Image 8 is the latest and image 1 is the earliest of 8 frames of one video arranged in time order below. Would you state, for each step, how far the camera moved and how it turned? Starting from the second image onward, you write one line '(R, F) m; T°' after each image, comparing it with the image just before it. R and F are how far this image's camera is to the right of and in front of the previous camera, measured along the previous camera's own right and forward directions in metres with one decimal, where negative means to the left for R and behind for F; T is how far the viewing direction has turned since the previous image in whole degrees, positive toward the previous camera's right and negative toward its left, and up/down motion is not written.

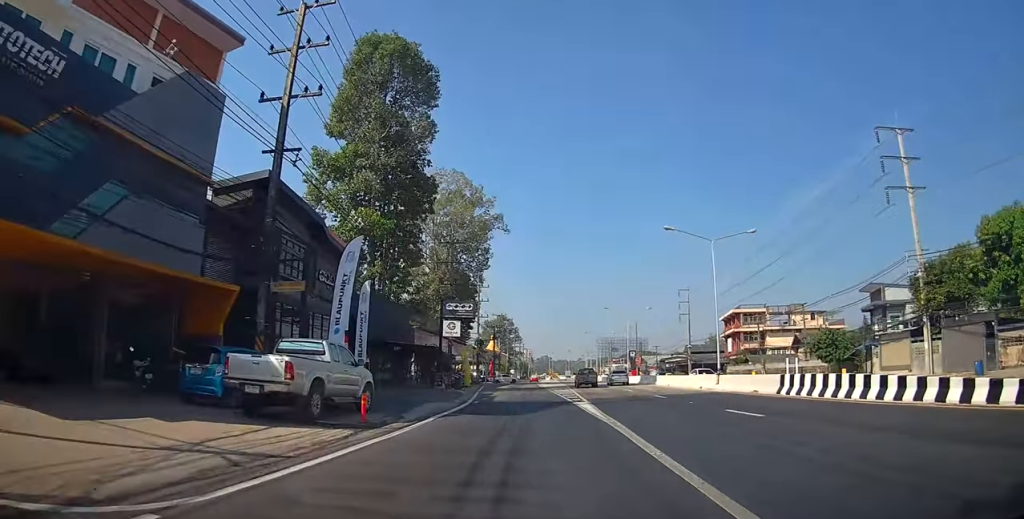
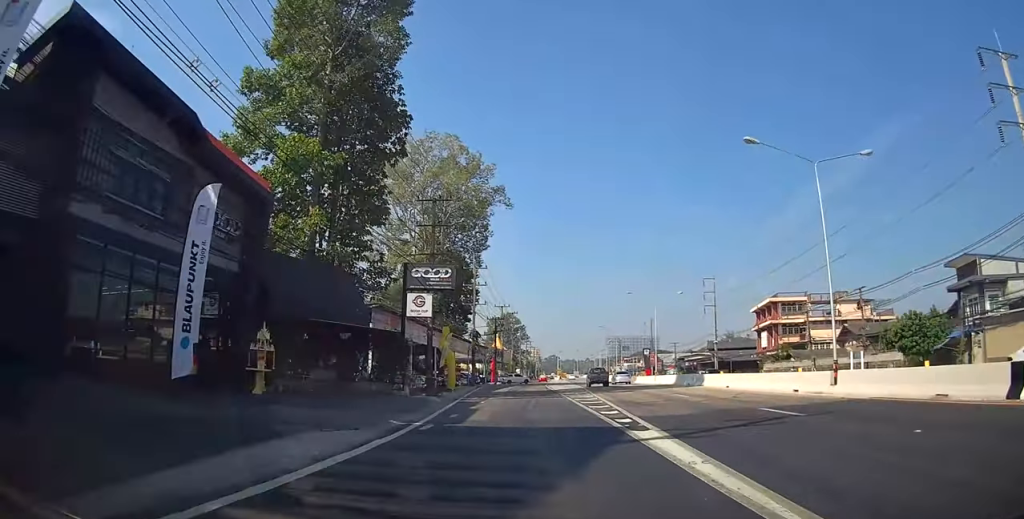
(-0.1, +12.9) m; -1°
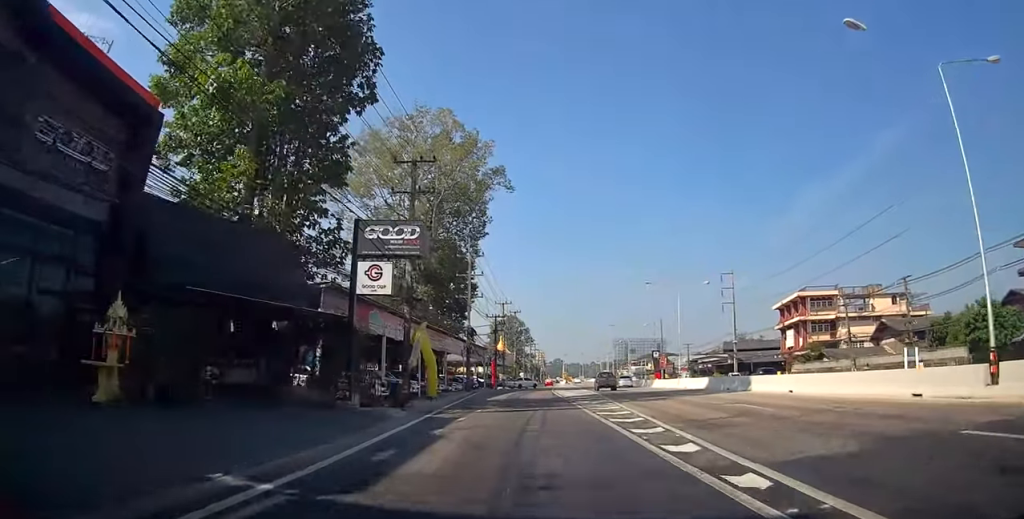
(-0.1, +8.1) m; -1°
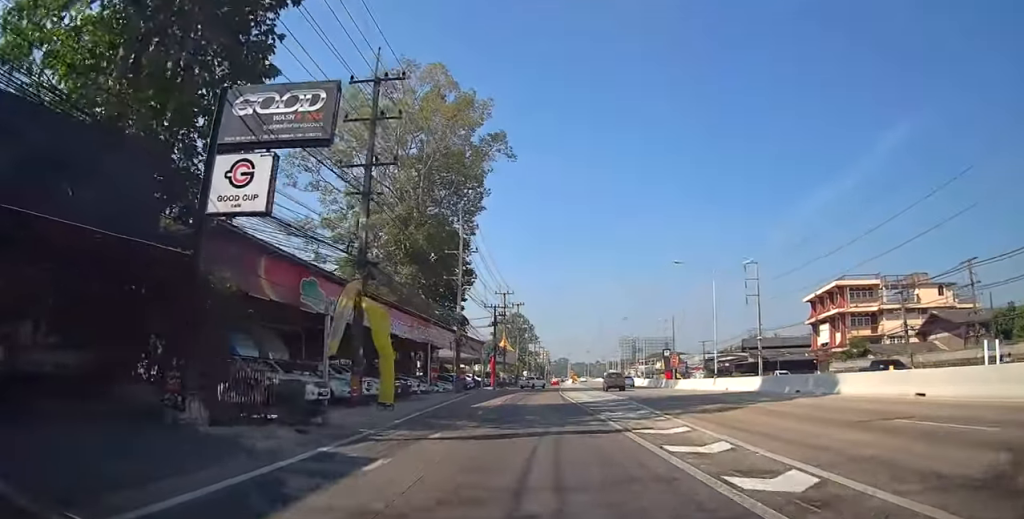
(-0.1, +9.2) m; 0°
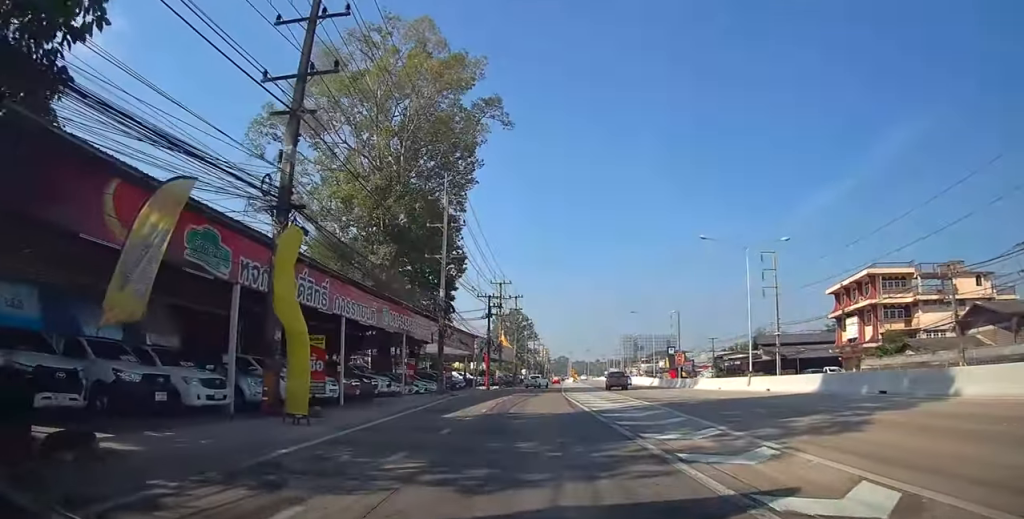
(+0.1, +7.2) m; 0°
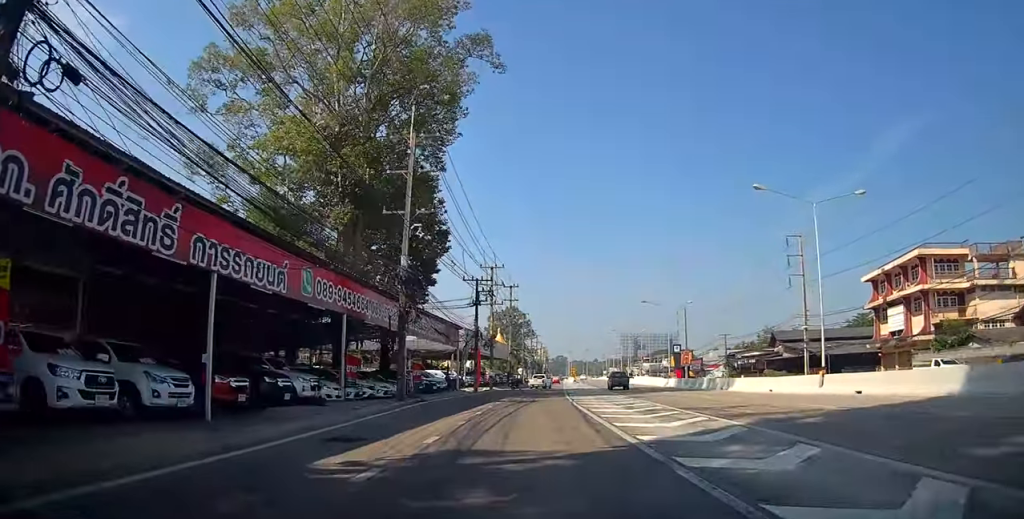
(+0.1, +9.7) m; 0°
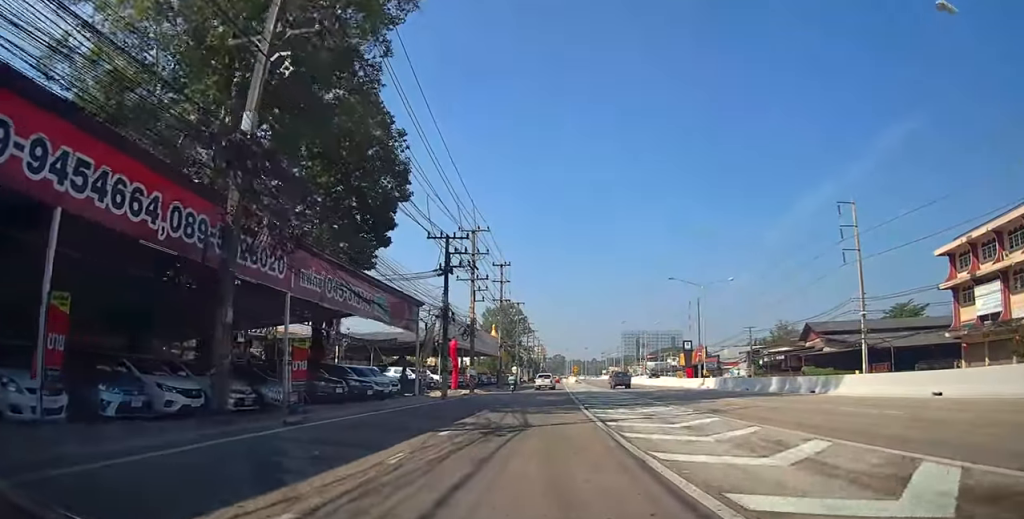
(-0.3, +15.0) m; -2°
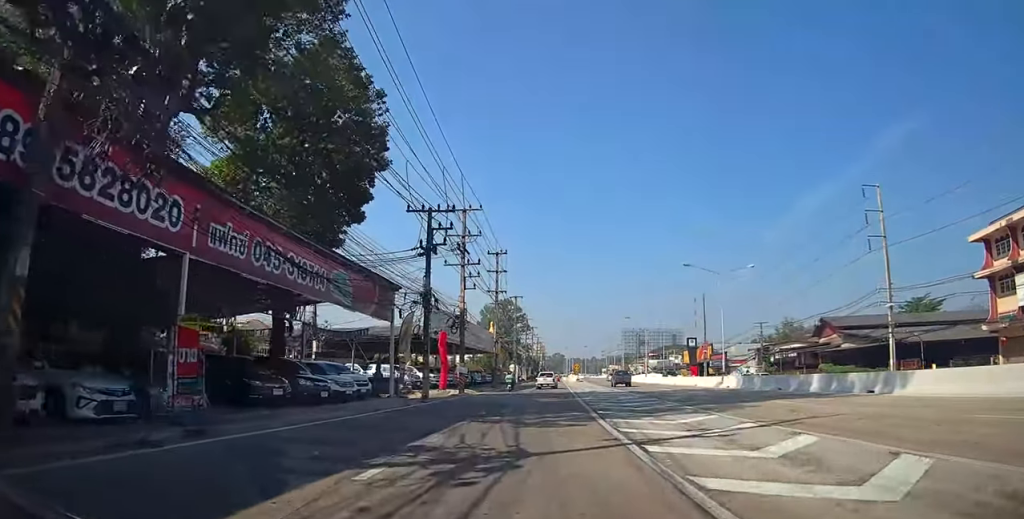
(0.0, +5.5) m; -1°
